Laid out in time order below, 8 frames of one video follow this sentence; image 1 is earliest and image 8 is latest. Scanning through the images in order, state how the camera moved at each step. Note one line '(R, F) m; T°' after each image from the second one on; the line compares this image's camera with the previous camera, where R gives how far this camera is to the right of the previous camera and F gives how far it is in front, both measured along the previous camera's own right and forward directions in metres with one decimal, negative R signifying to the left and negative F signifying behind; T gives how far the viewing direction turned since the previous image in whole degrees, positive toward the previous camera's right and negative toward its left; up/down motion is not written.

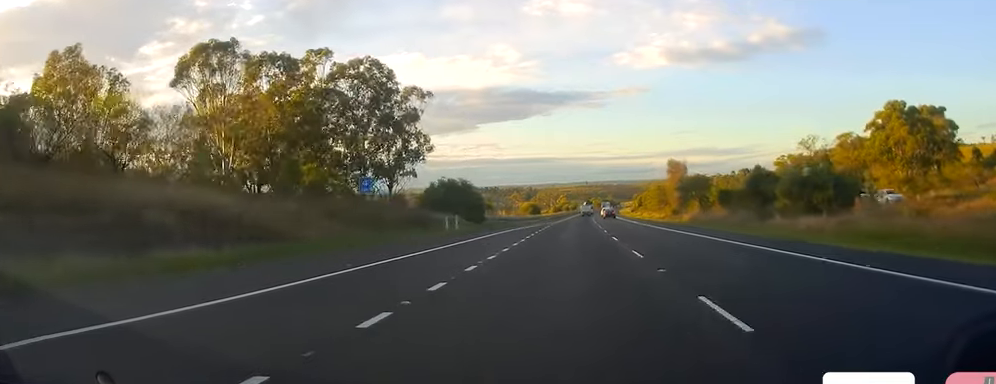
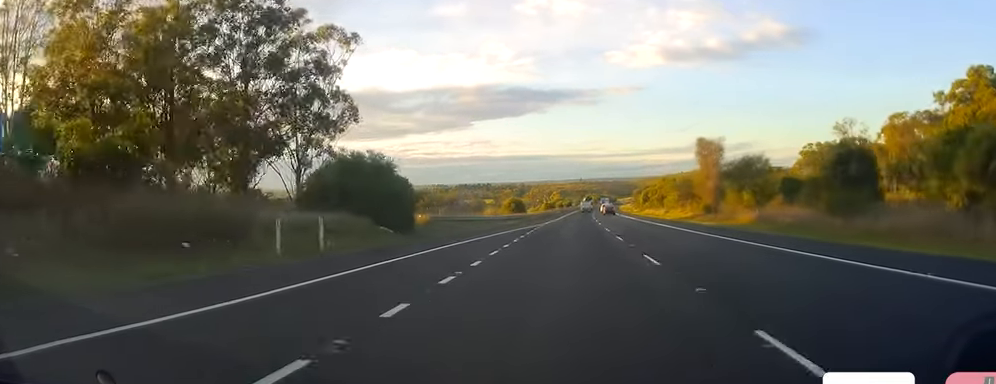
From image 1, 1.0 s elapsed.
(-0.6, +26.9) m; 0°
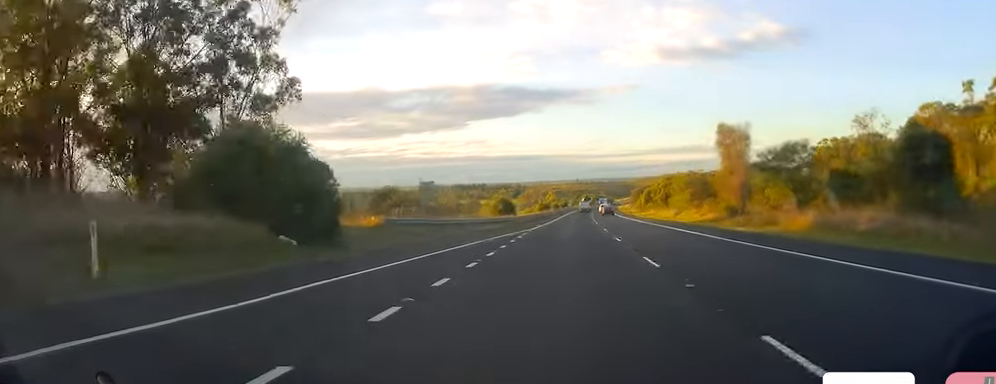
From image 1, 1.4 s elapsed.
(+0.3, +12.1) m; +1°
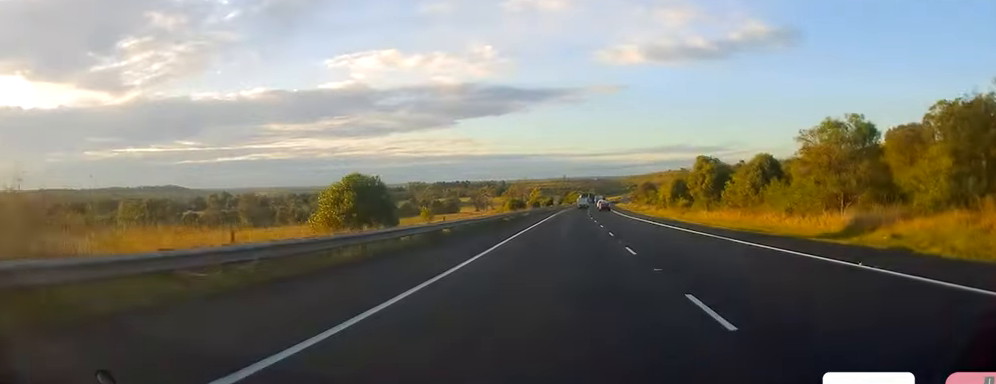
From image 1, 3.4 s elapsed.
(+0.8, +55.6) m; +1°
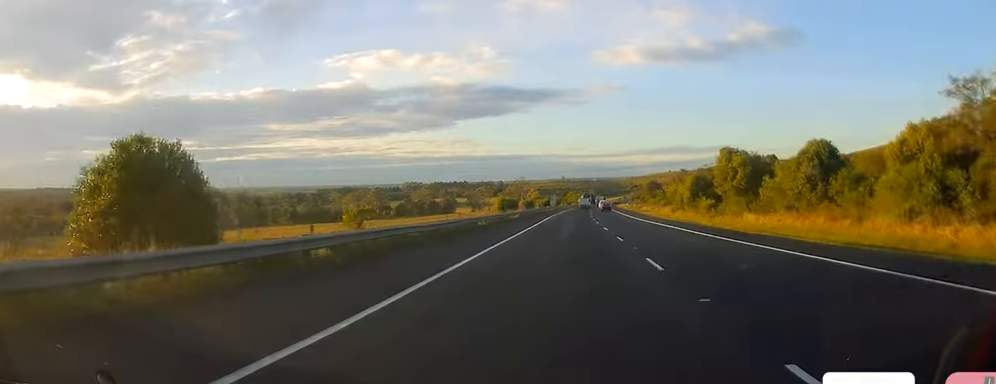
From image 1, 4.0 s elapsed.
(0.0, +16.7) m; 0°
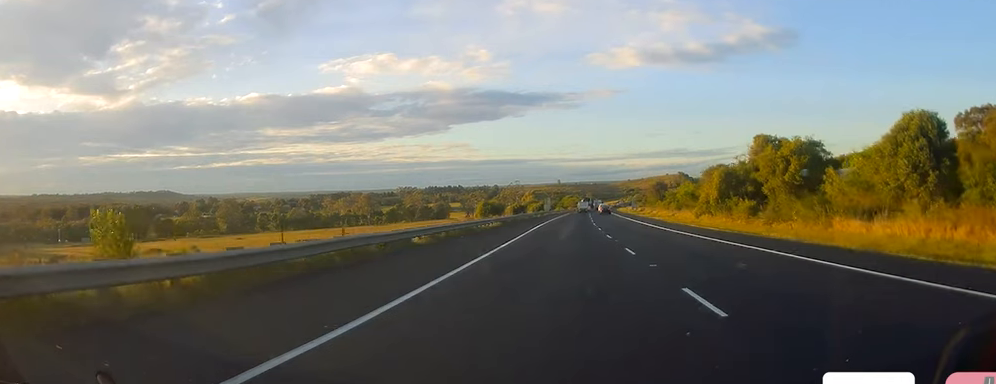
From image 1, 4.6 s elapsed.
(-0.1, +17.7) m; +1°
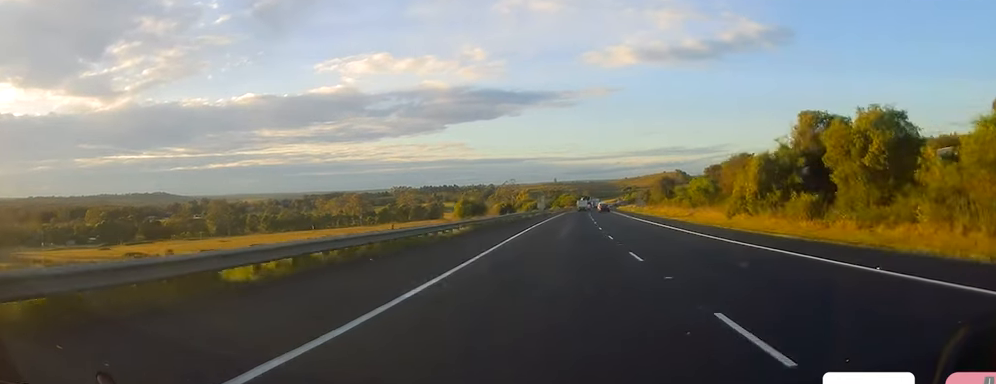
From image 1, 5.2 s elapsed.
(+0.1, +14.8) m; 0°
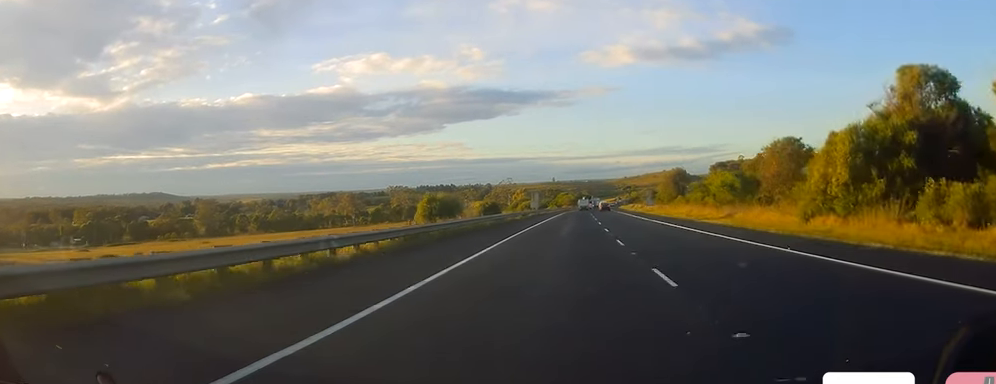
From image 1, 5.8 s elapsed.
(+0.3, +17.6) m; 0°
